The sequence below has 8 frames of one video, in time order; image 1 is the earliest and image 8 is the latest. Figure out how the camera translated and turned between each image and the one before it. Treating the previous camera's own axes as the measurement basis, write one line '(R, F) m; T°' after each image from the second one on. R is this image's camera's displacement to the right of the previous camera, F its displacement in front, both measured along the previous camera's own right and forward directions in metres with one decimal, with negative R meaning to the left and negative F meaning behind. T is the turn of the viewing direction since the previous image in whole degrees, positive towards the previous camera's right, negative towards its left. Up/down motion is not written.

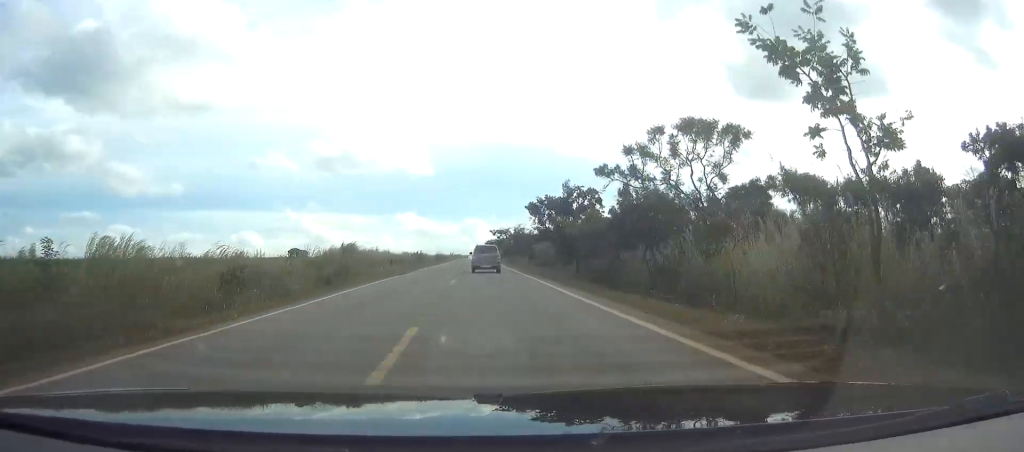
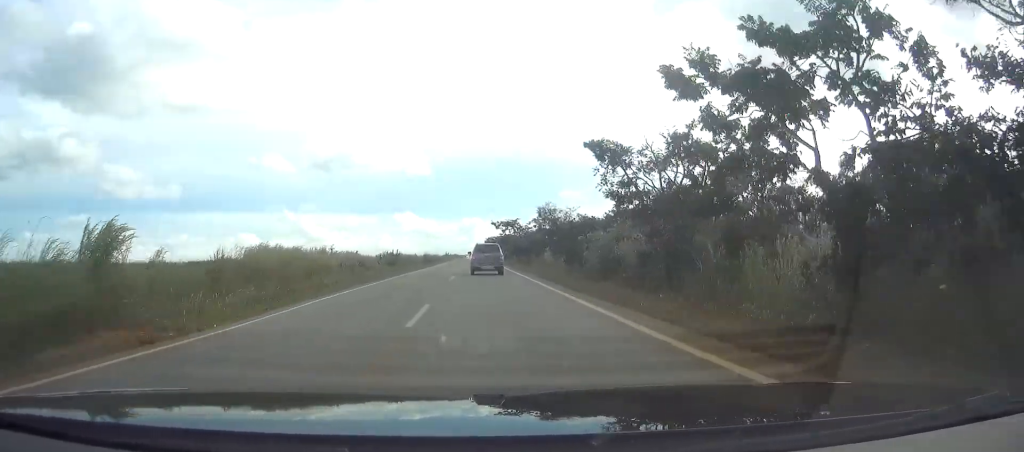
(0.0, +31.4) m; 0°
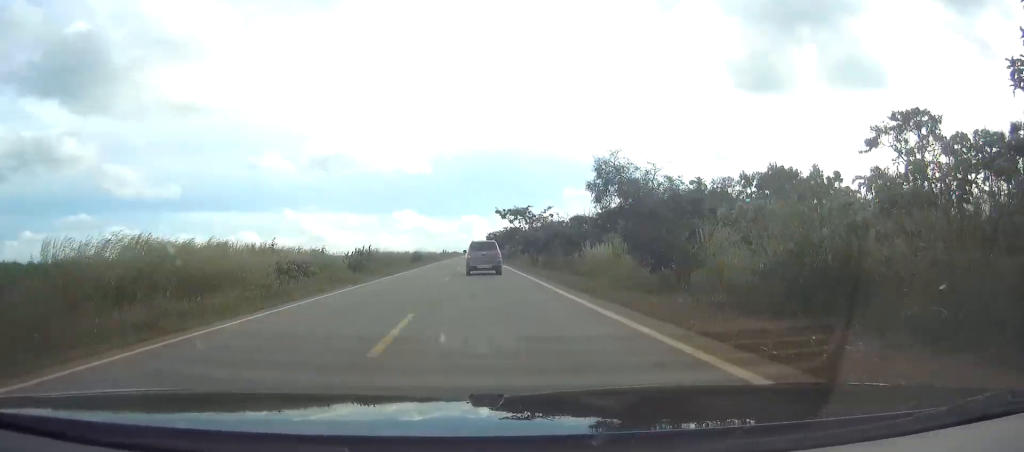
(0.0, +21.2) m; 0°
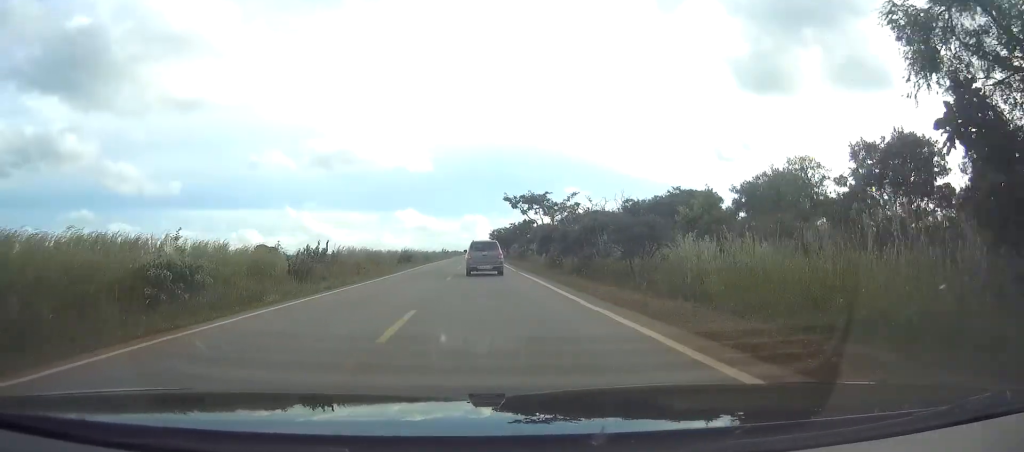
(0.0, +17.8) m; 0°
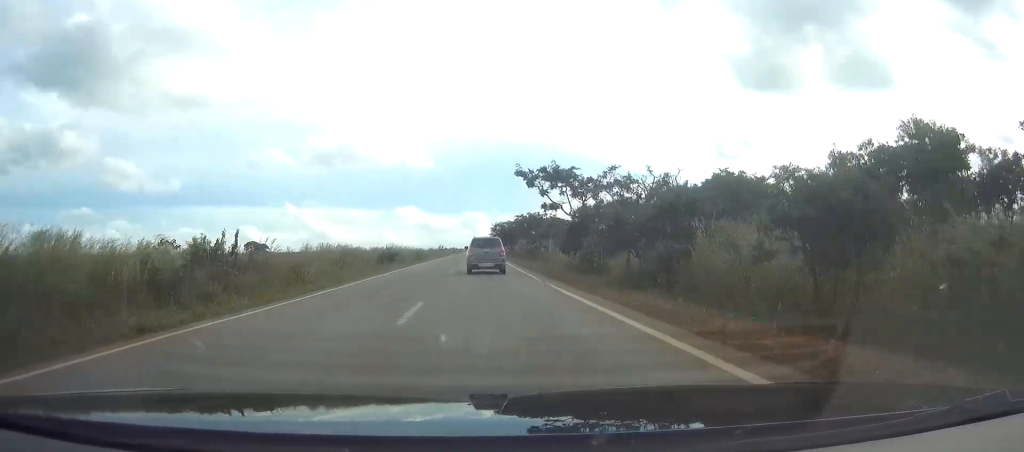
(0.0, +16.4) m; 0°
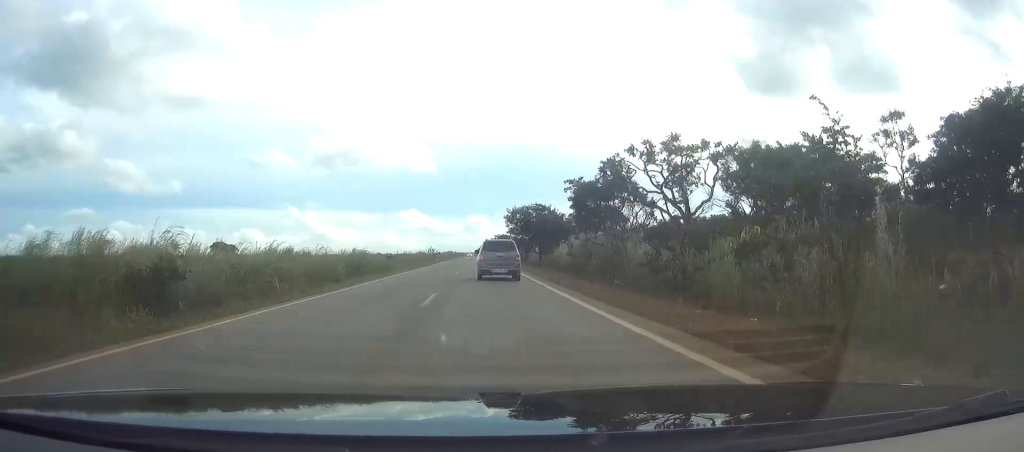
(0.0, +51.5) m; 0°
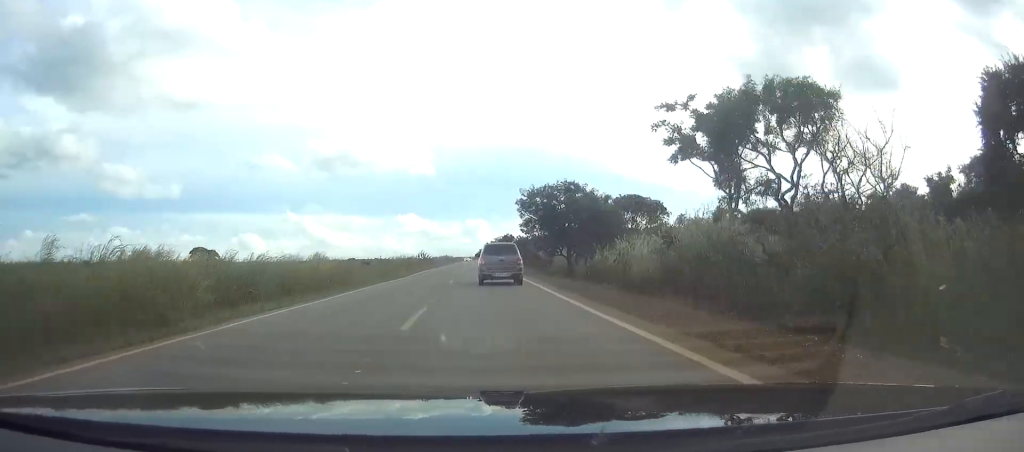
(0.0, +22.7) m; 0°
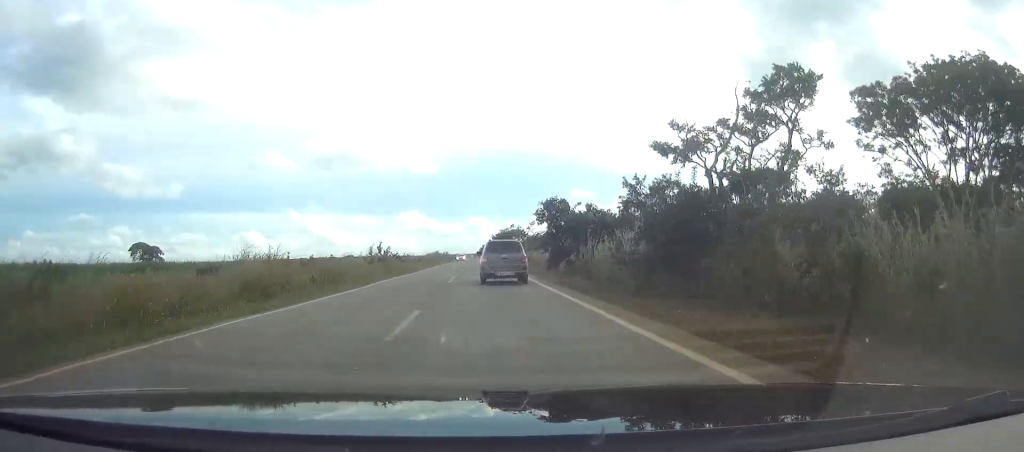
(0.0, +57.3) m; 0°
